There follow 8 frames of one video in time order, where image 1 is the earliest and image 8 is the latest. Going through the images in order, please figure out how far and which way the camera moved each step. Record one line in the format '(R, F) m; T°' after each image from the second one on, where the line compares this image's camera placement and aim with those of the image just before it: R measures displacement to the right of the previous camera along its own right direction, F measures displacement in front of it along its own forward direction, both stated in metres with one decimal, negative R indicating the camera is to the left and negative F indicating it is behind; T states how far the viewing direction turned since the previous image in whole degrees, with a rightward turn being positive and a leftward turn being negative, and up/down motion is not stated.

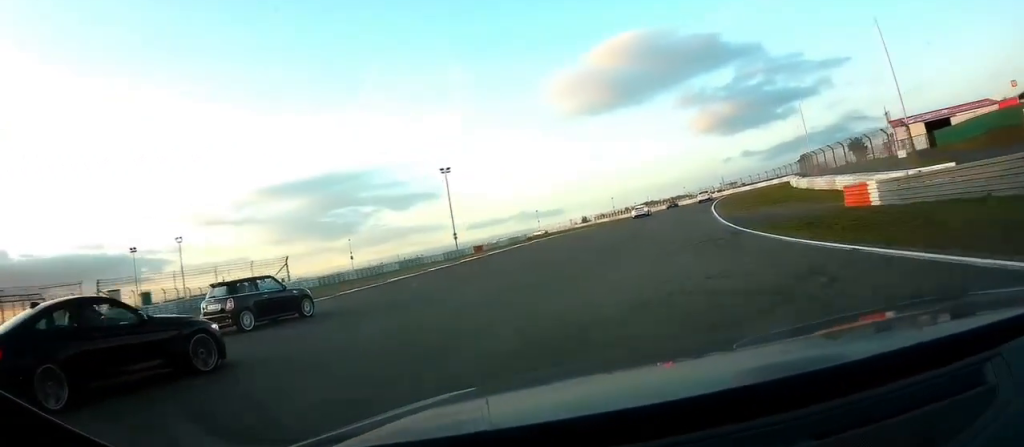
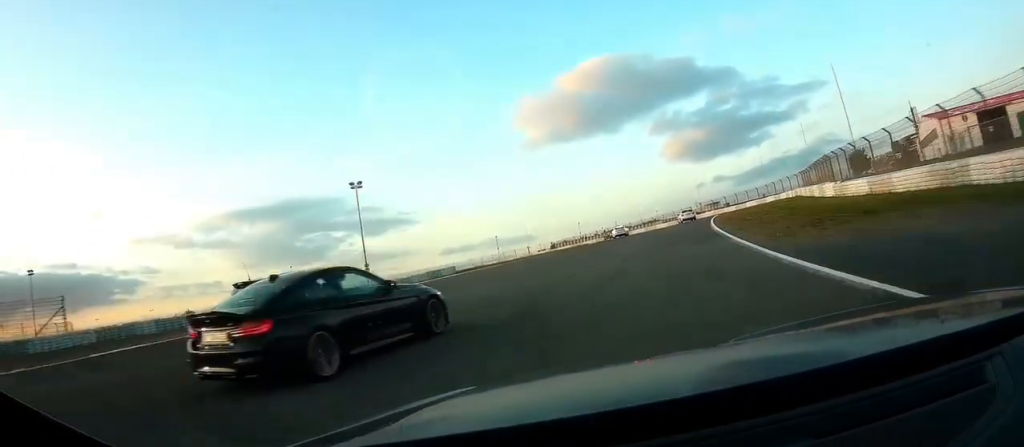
(+2.1, +26.8) m; +5°
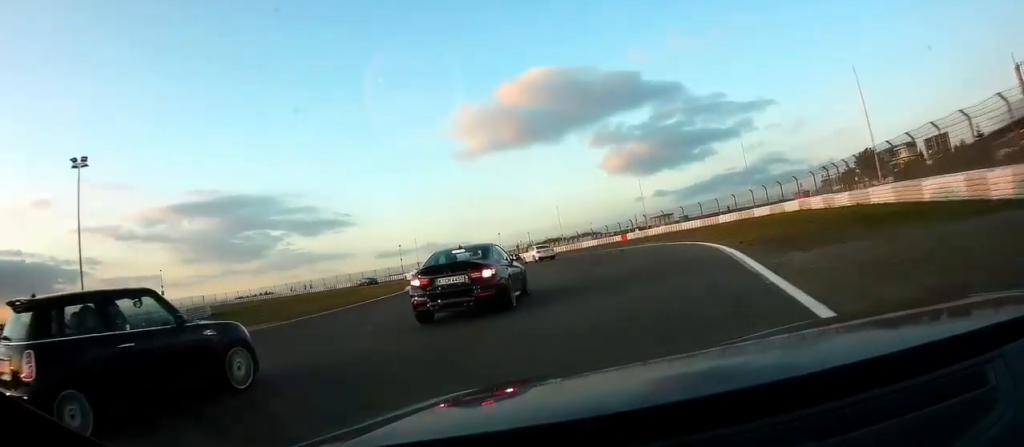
(-1.2, +48.2) m; -6°
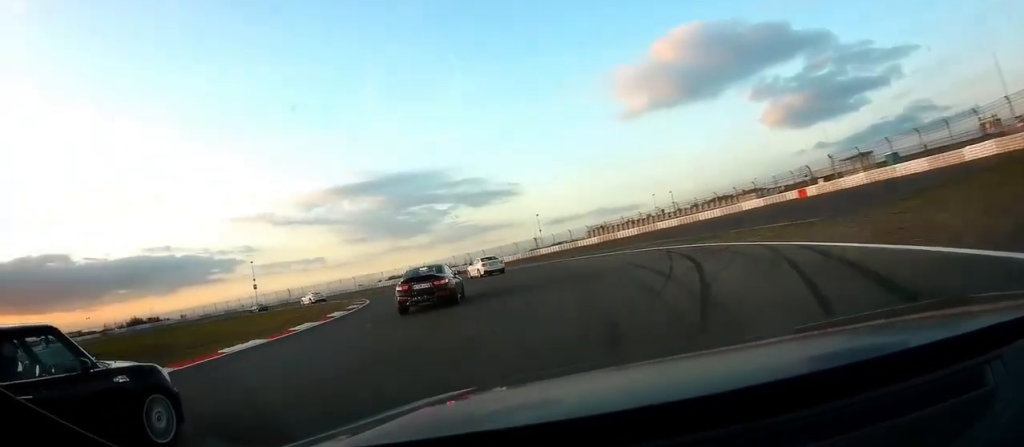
(-4.0, +43.1) m; -15°
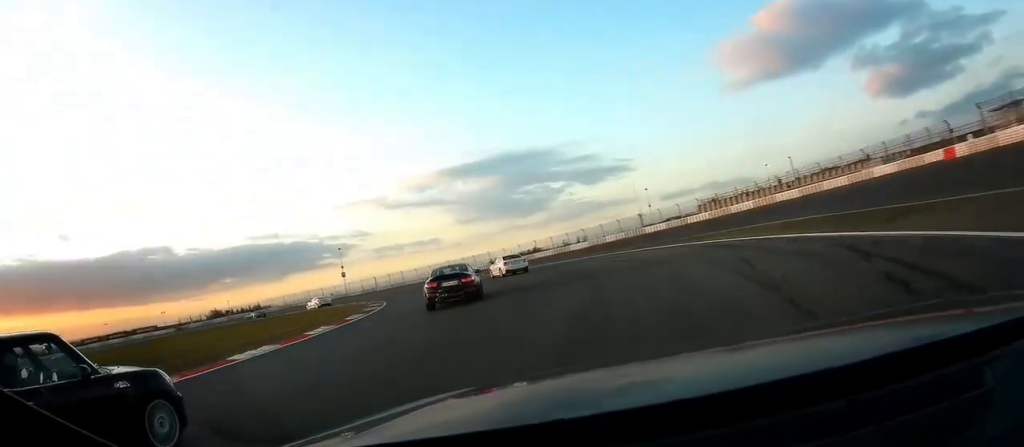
(-1.6, +12.7) m; -8°
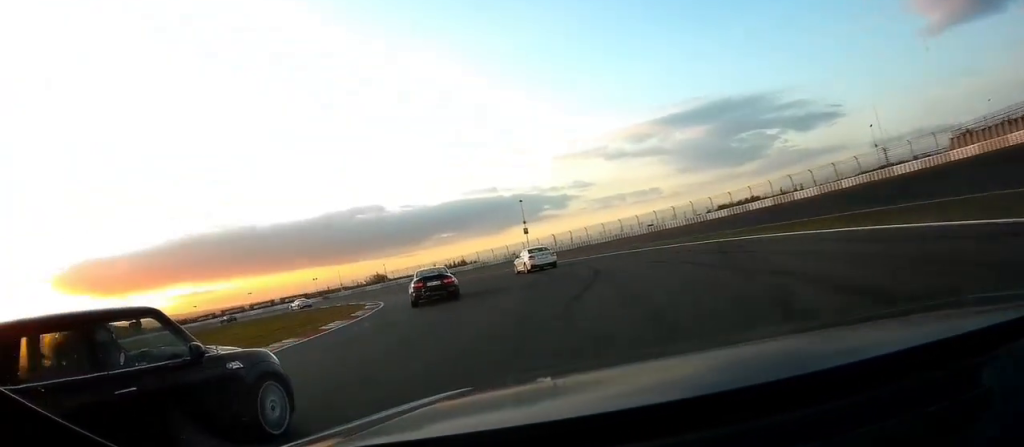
(-4.0, +25.6) m; -20°
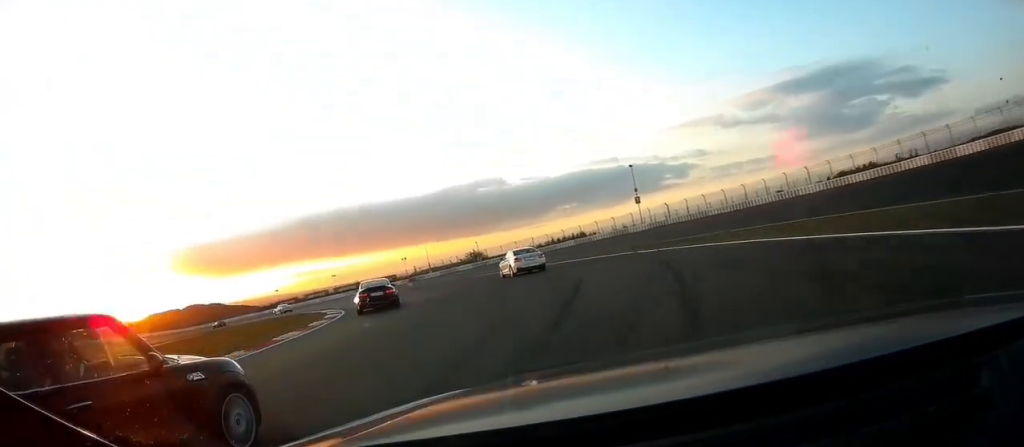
(-2.1, +16.2) m; -10°
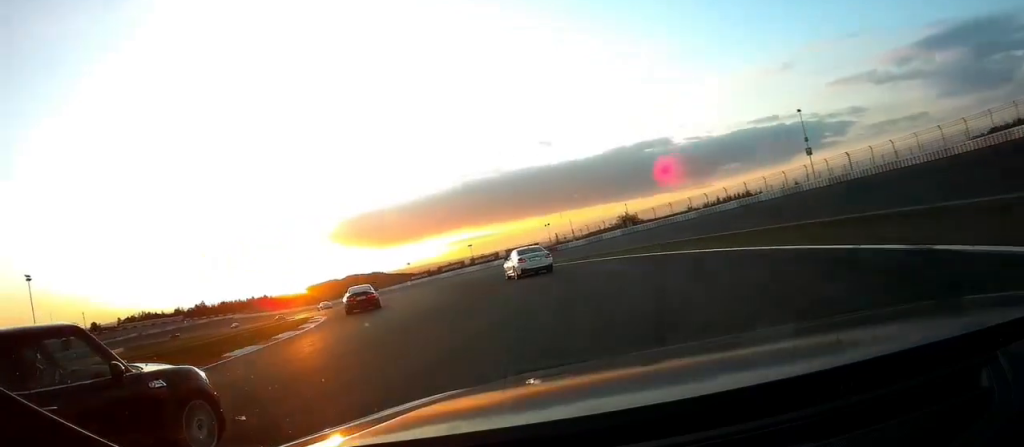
(-1.7, +18.8) m; -13°
